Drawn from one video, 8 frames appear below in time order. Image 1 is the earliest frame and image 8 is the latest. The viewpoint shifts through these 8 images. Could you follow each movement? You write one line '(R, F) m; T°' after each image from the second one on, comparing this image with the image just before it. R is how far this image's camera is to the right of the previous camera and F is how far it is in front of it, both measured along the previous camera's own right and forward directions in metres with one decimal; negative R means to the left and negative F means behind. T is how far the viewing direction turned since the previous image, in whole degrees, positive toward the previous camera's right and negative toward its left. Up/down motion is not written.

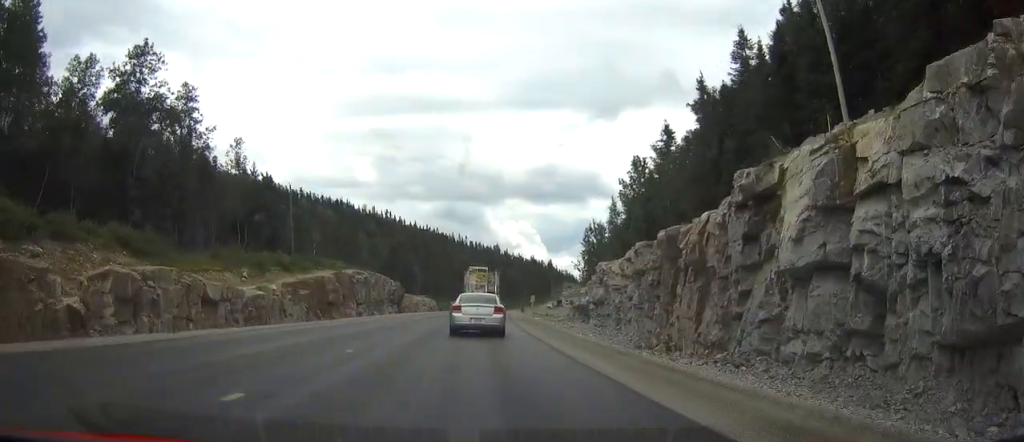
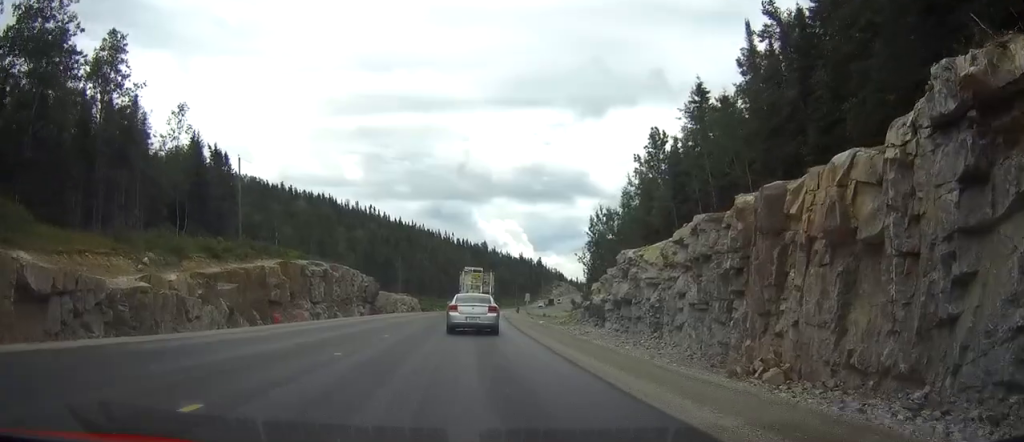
(+0.1, +16.3) m; 0°
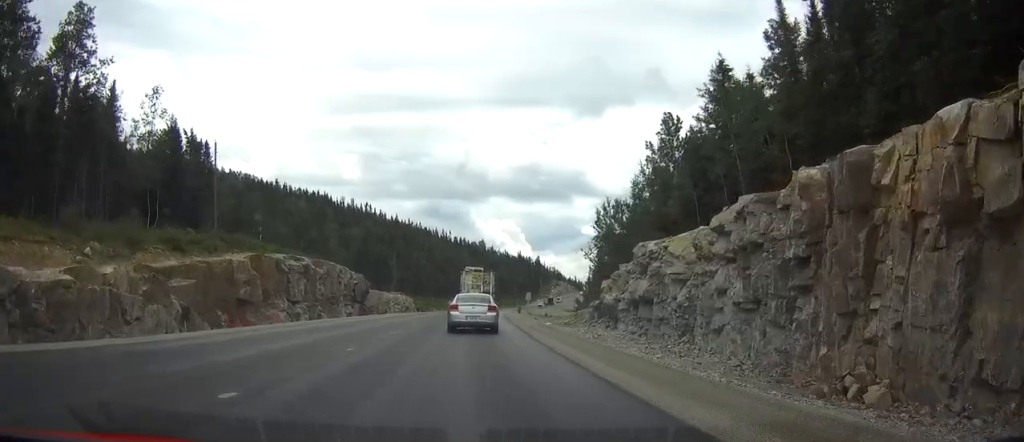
(0.0, +6.8) m; 0°
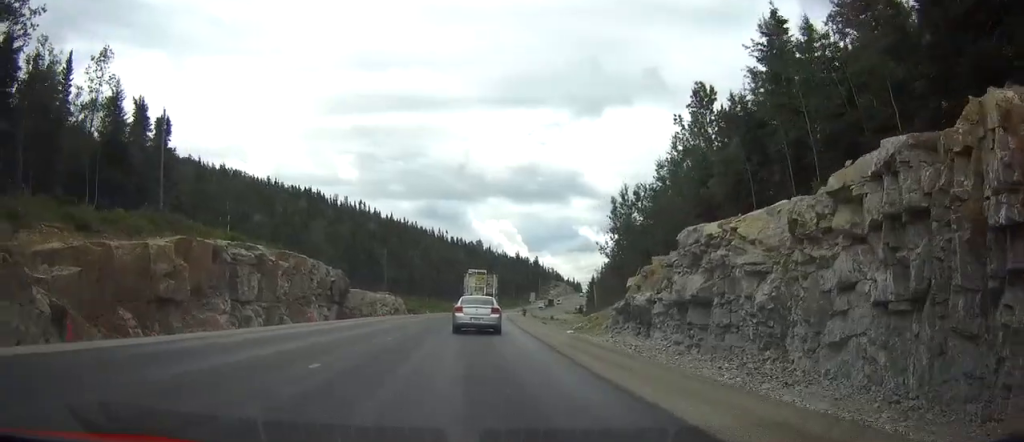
(0.0, +12.1) m; 0°
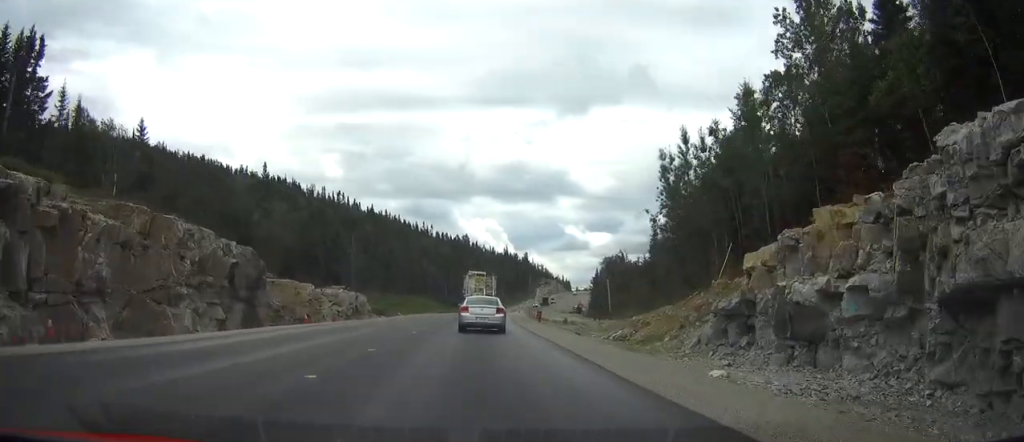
(+0.4, +26.0) m; +1°
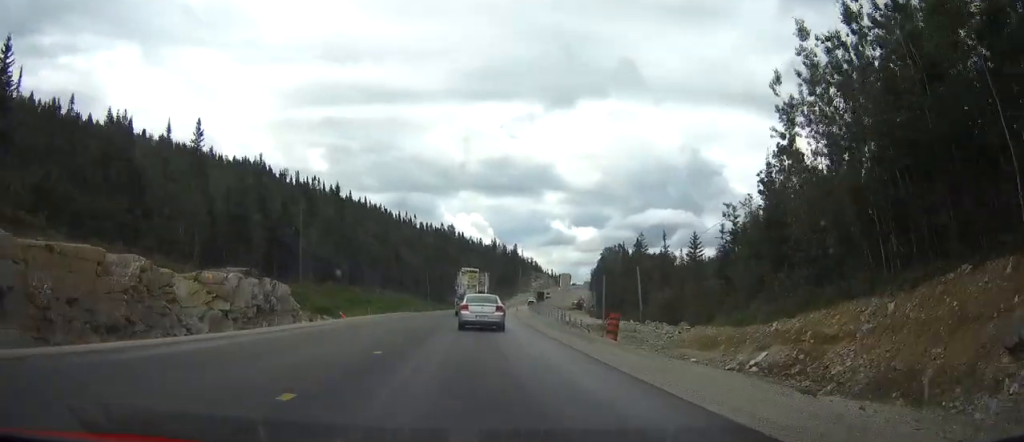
(+0.2, +28.4) m; +1°
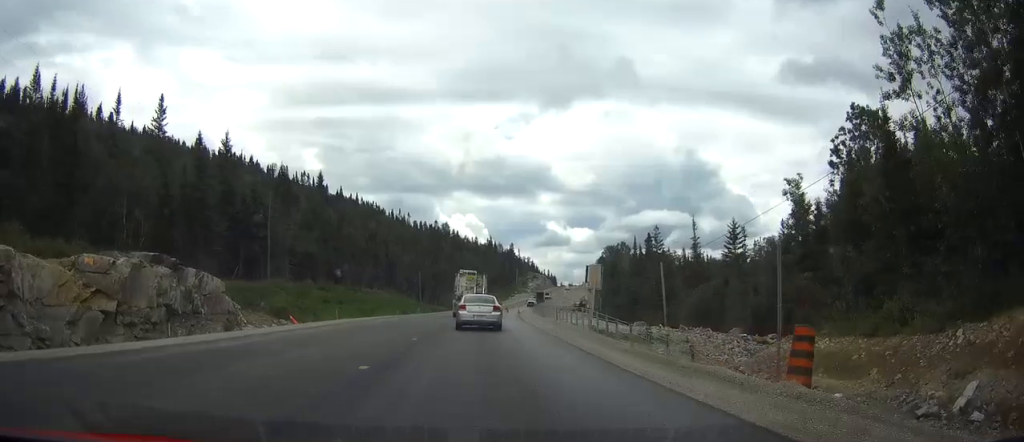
(+0.1, +13.0) m; 0°
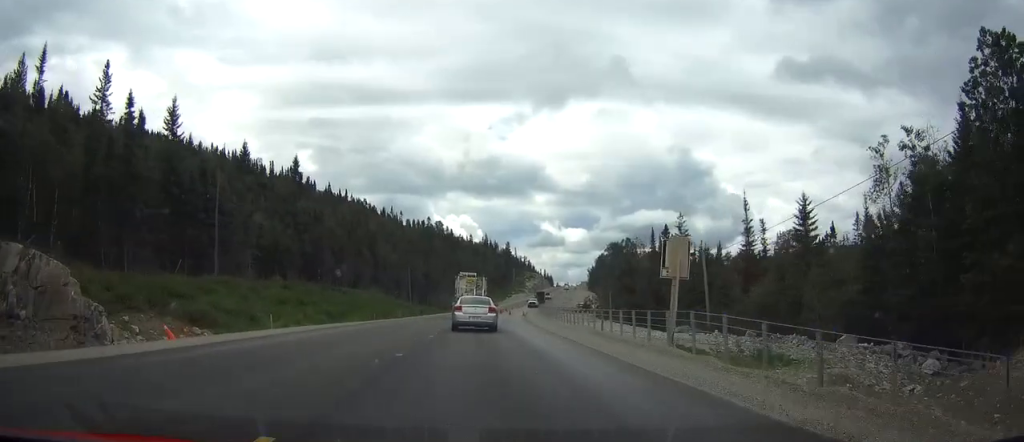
(0.0, +15.4) m; 0°
